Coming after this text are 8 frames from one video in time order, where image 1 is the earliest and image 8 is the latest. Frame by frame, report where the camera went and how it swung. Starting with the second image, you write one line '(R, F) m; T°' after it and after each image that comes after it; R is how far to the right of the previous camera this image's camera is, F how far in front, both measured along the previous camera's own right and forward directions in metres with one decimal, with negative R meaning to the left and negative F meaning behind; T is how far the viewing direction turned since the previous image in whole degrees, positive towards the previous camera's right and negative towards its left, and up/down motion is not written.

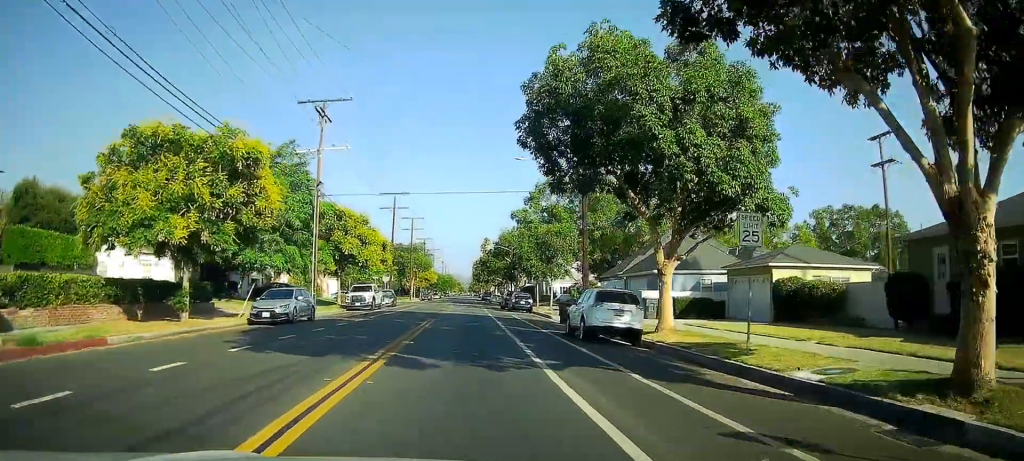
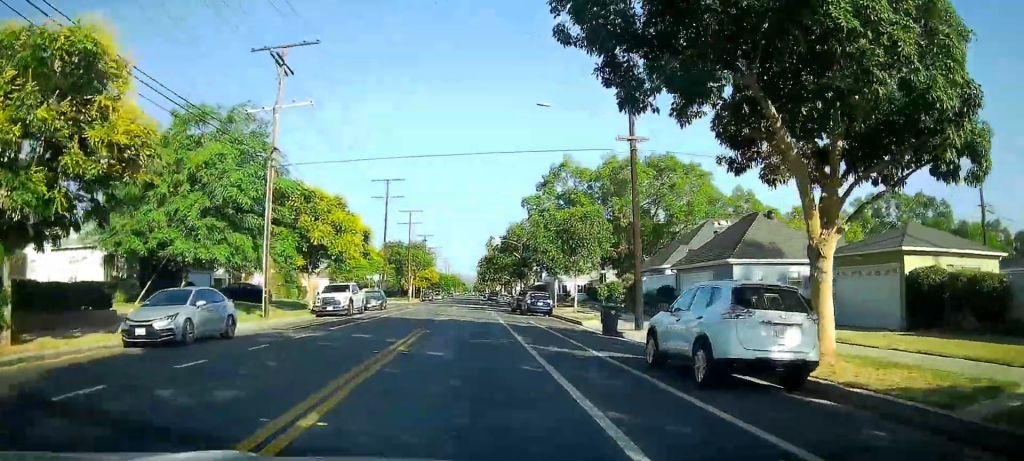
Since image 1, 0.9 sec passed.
(+0.1, +11.1) m; -1°
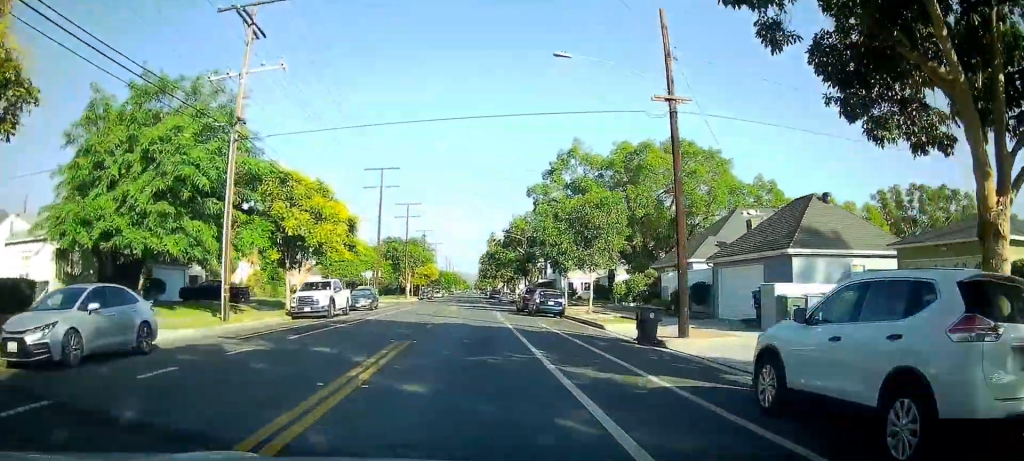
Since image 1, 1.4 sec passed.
(-0.1, +5.3) m; 0°
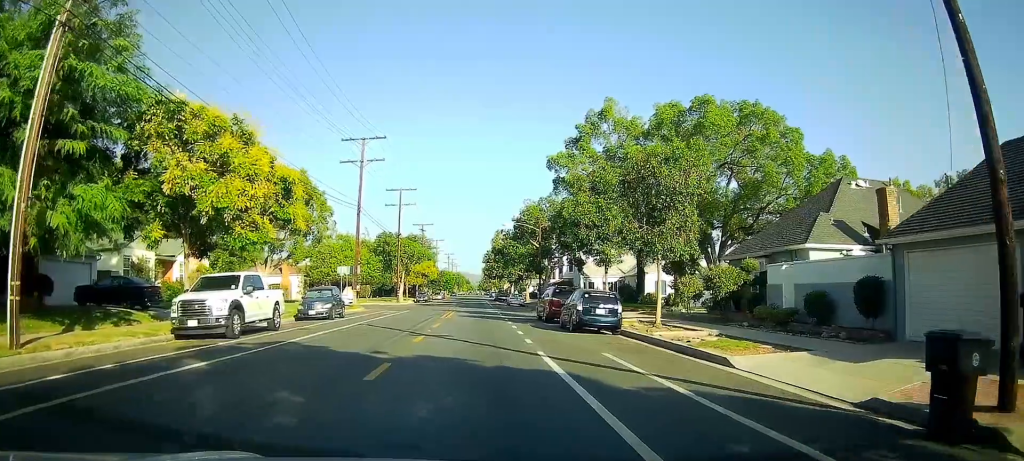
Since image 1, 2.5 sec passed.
(0.0, +13.8) m; 0°
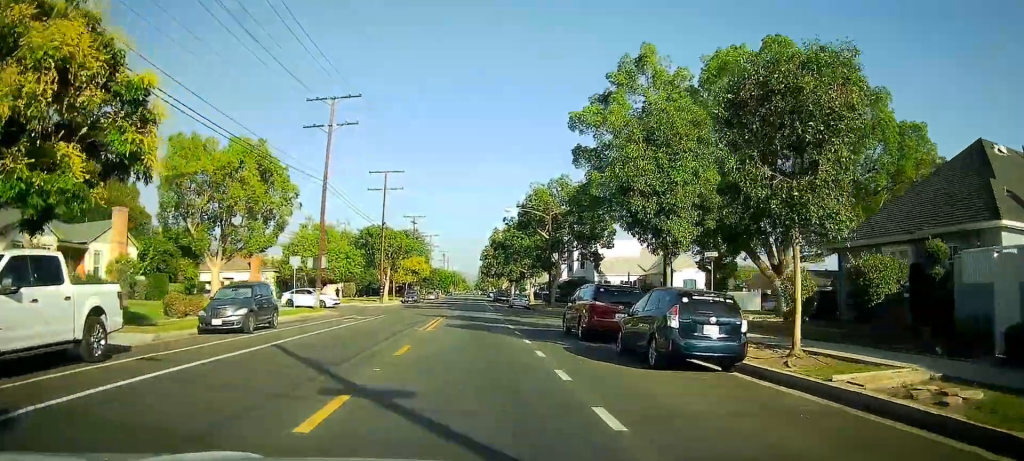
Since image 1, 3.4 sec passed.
(0.0, +11.5) m; -1°
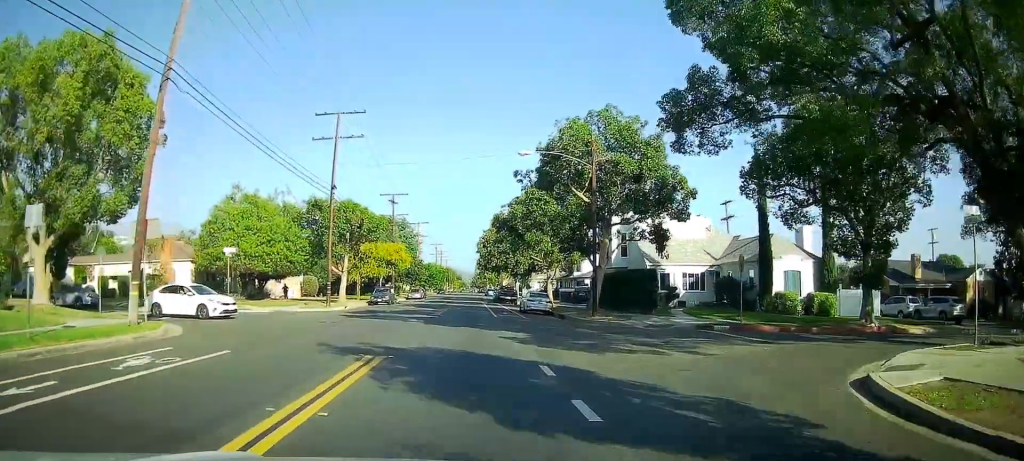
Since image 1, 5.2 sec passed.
(-0.2, +22.3) m; 0°
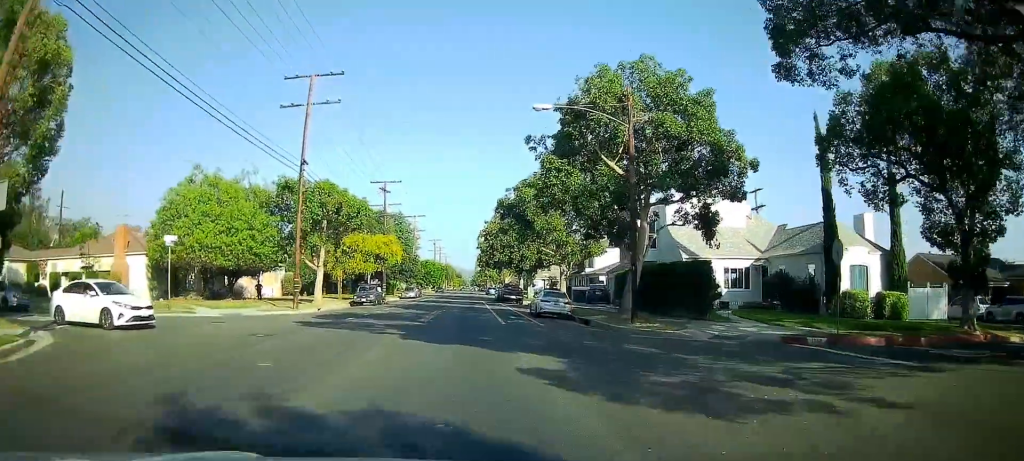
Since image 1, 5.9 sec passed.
(+0.1, +7.8) m; 0°
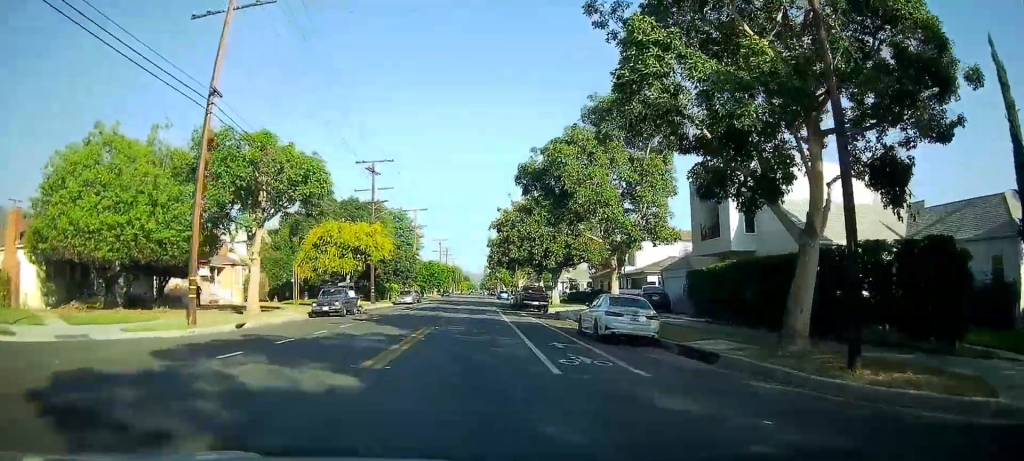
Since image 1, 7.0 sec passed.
(-0.2, +14.4) m; 0°
